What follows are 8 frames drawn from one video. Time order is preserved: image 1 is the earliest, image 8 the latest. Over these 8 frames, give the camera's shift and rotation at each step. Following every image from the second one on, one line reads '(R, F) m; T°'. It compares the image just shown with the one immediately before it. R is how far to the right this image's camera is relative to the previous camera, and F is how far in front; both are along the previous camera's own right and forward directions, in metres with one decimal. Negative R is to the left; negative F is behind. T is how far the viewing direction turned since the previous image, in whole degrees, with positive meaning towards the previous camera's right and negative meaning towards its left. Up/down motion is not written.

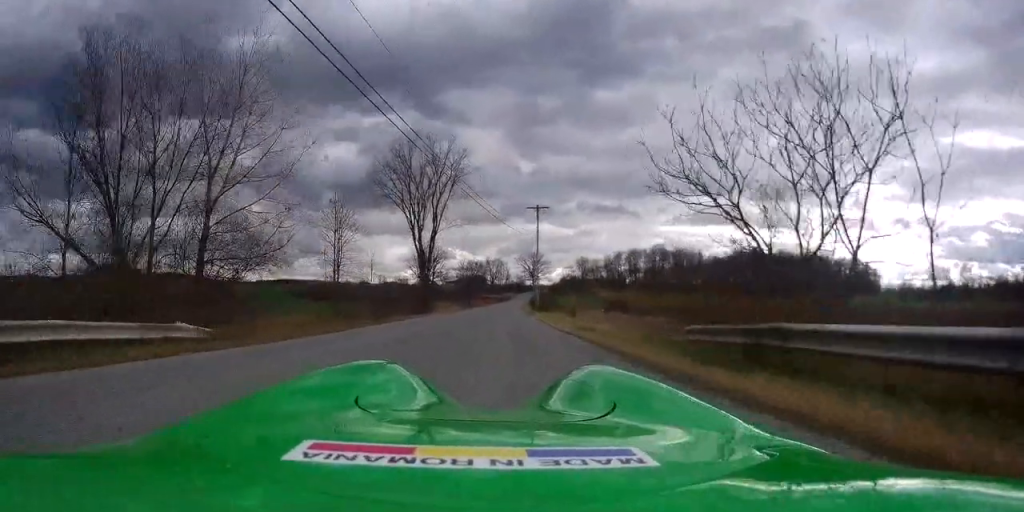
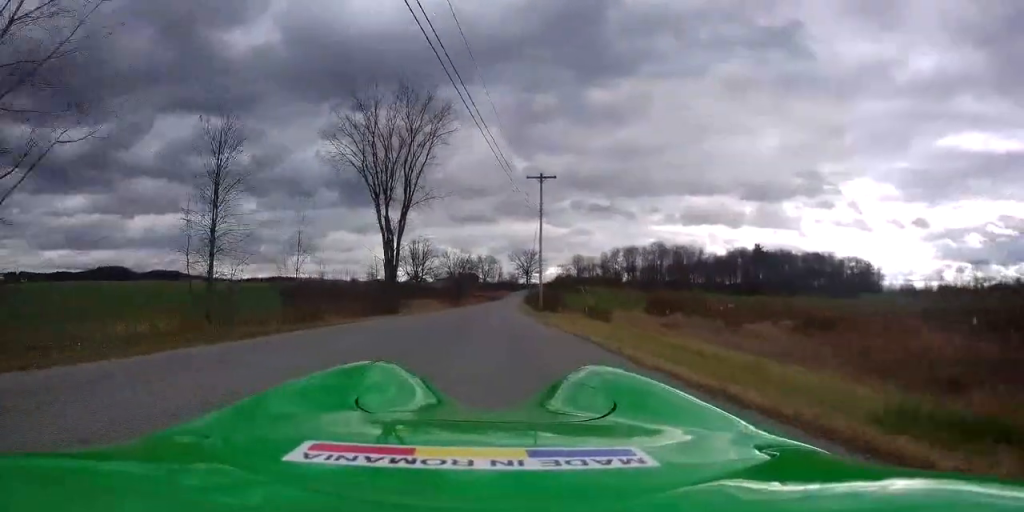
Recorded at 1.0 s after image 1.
(+0.2, +13.7) m; +2°
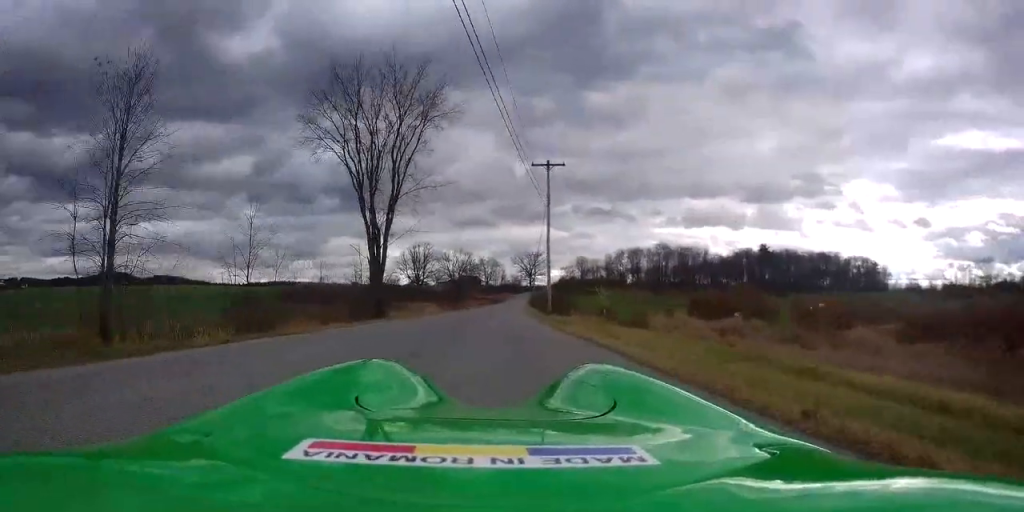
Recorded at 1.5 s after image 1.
(+0.1, +6.1) m; 0°
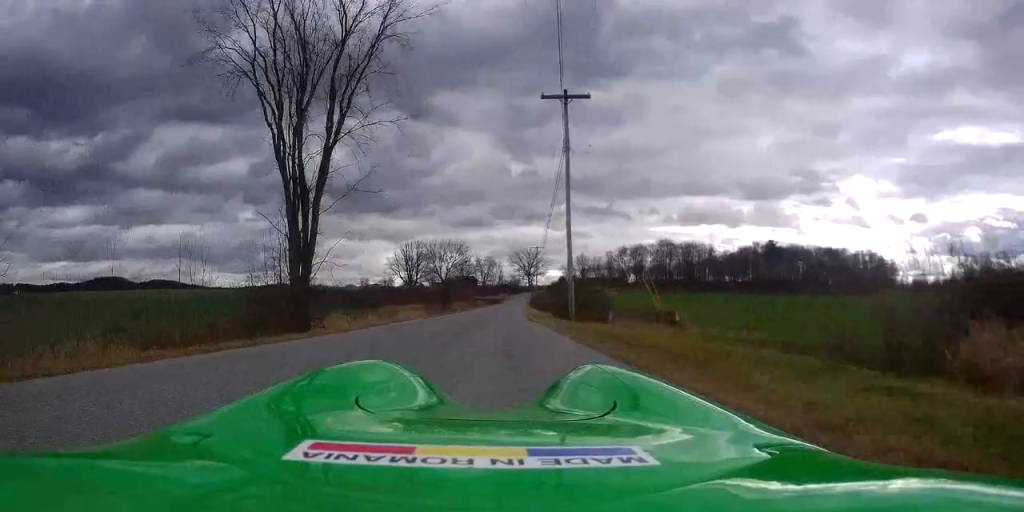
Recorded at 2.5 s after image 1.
(+0.1, +13.8) m; -1°
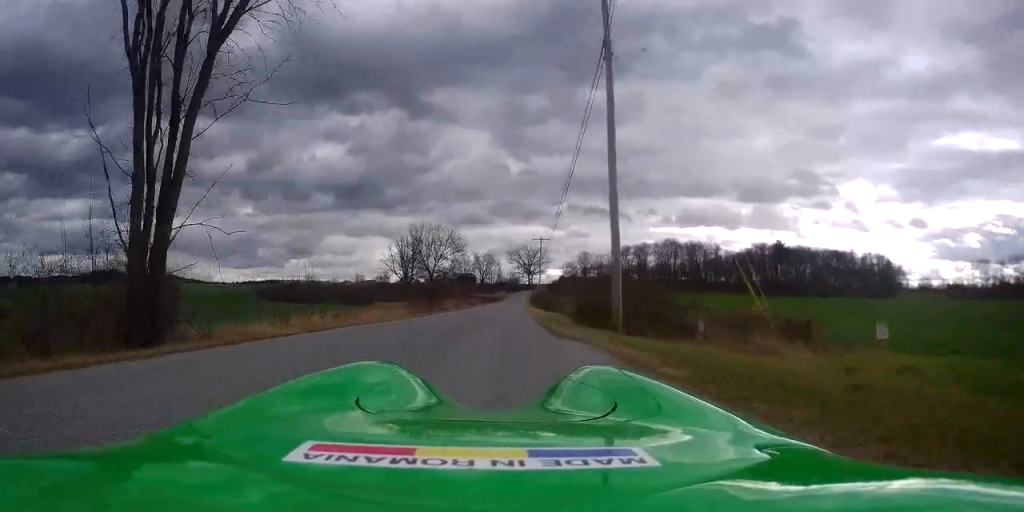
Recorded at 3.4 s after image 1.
(-0.1, +11.1) m; -2°
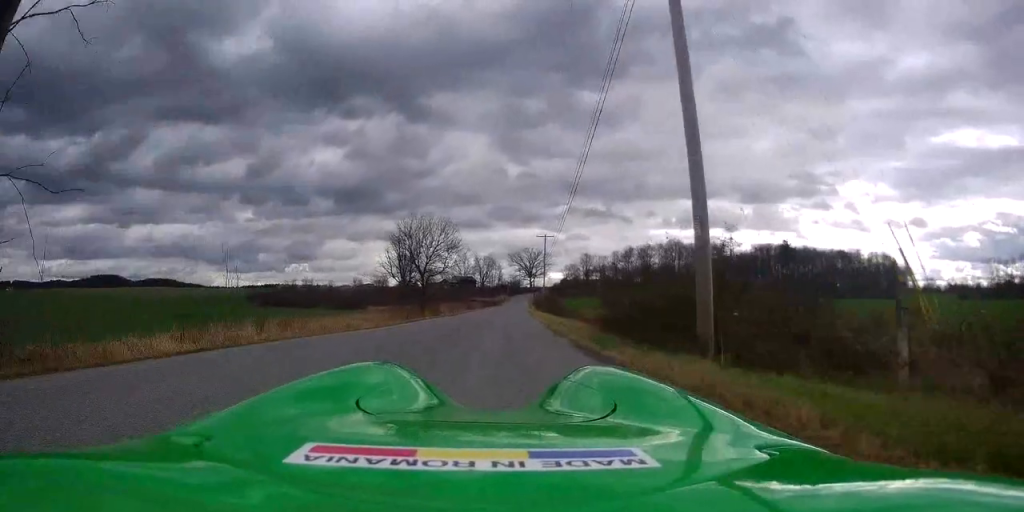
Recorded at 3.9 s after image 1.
(-0.1, +7.2) m; -1°
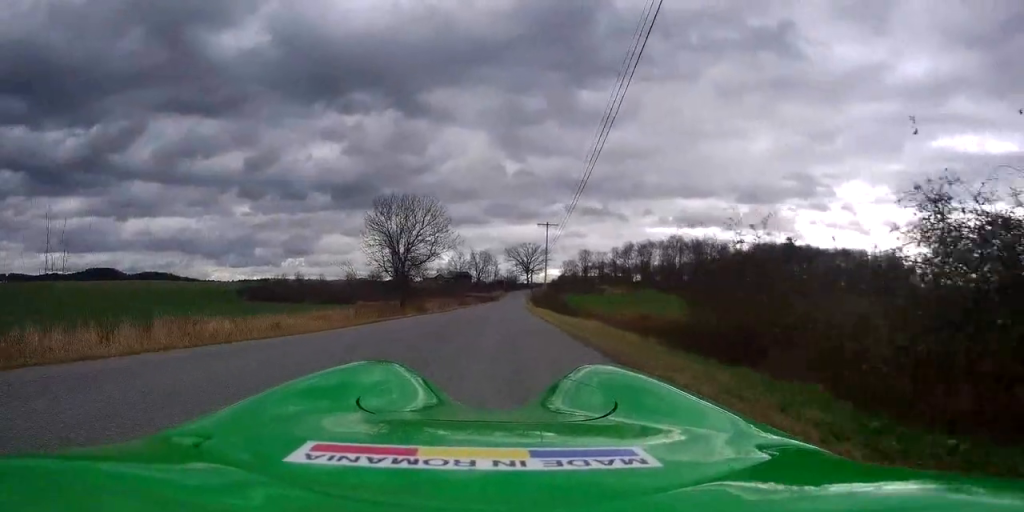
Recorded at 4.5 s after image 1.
(0.0, +8.3) m; +1°
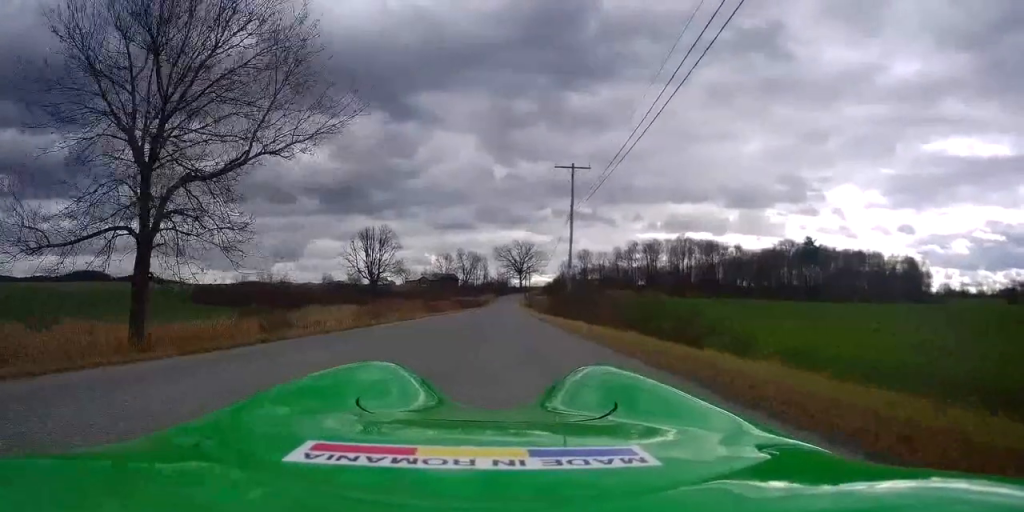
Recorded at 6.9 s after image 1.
(+0.5, +31.3) m; 0°
